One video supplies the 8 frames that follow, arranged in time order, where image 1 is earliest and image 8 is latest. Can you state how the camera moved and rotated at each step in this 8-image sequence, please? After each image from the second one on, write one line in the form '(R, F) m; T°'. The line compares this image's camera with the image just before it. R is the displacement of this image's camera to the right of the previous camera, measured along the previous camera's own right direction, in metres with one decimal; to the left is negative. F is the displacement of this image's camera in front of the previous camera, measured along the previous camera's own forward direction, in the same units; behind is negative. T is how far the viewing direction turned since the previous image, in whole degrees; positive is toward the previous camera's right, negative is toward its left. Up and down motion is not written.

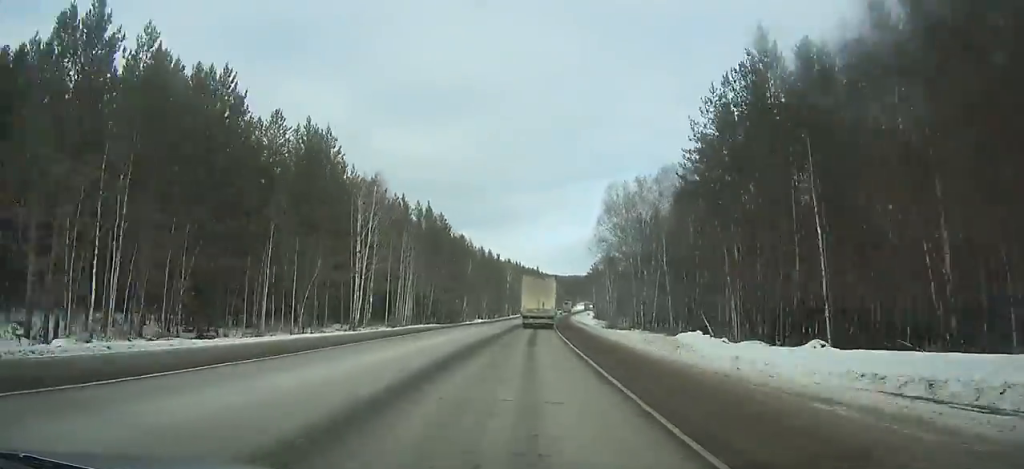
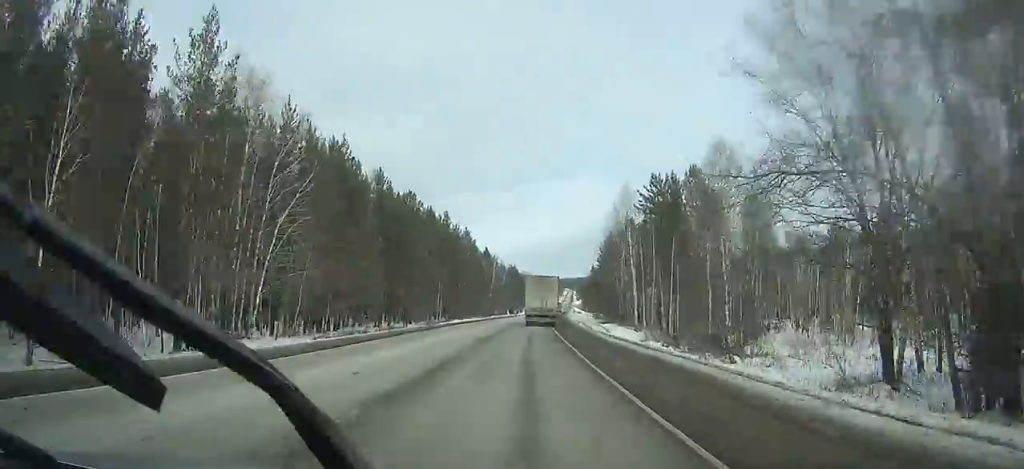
(+9.5, +175.2) m; +6°
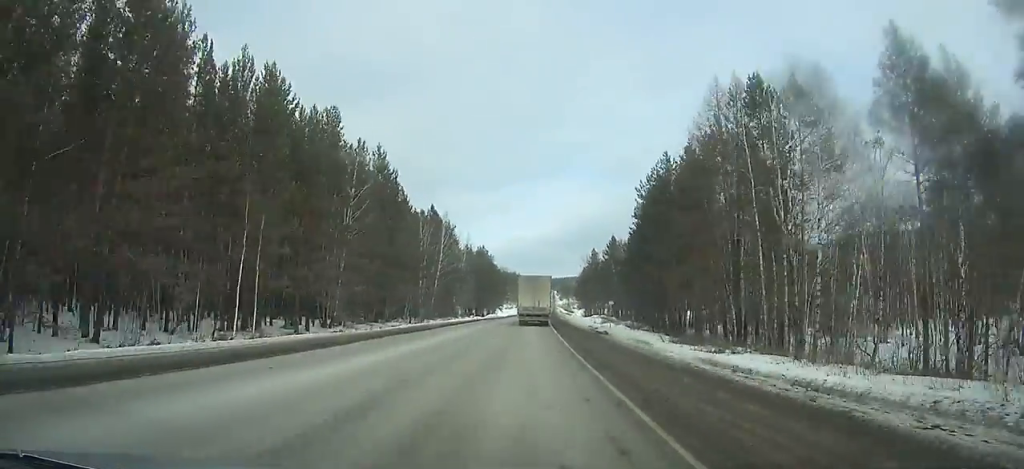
(+1.1, +65.7) m; +2°
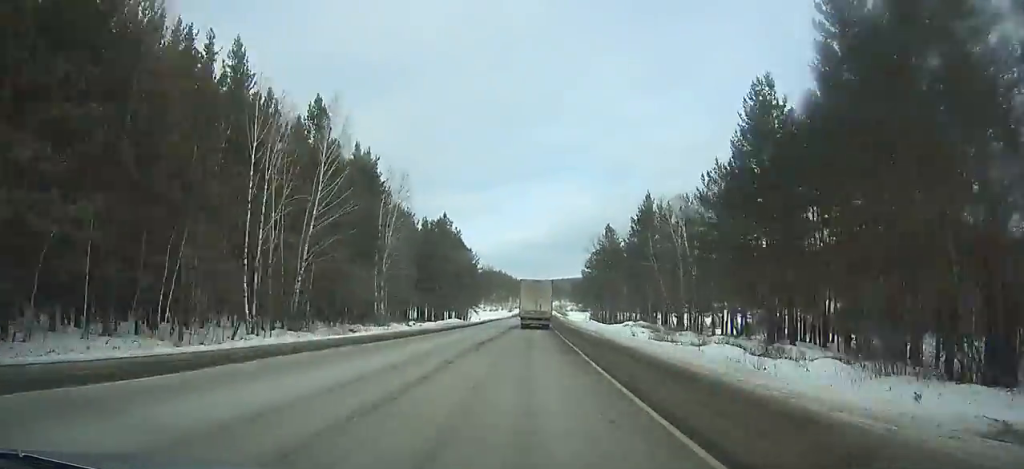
(+0.8, +54.1) m; +1°
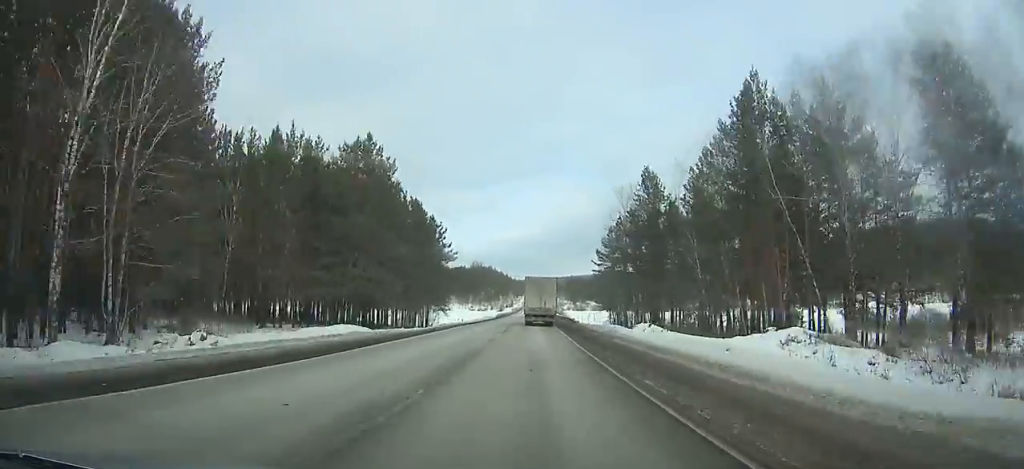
(+0.3, +44.6) m; 0°
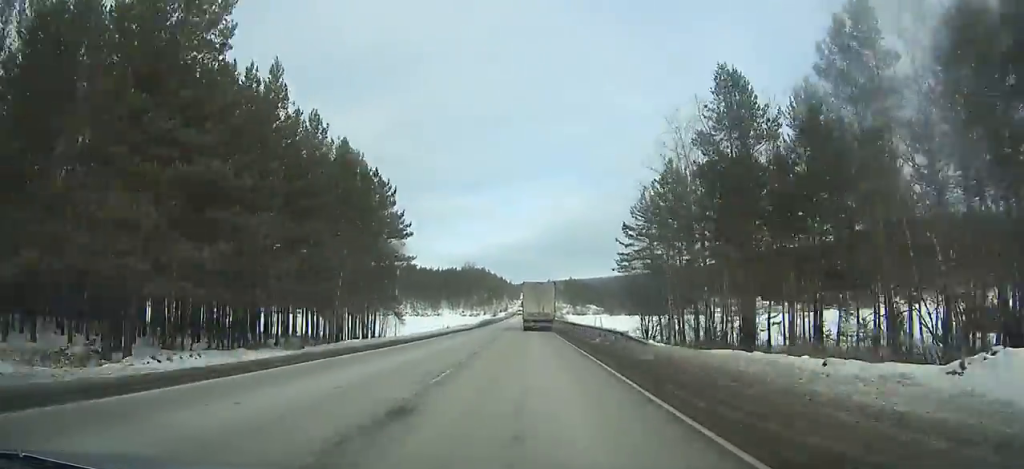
(+0.2, +32.8) m; 0°
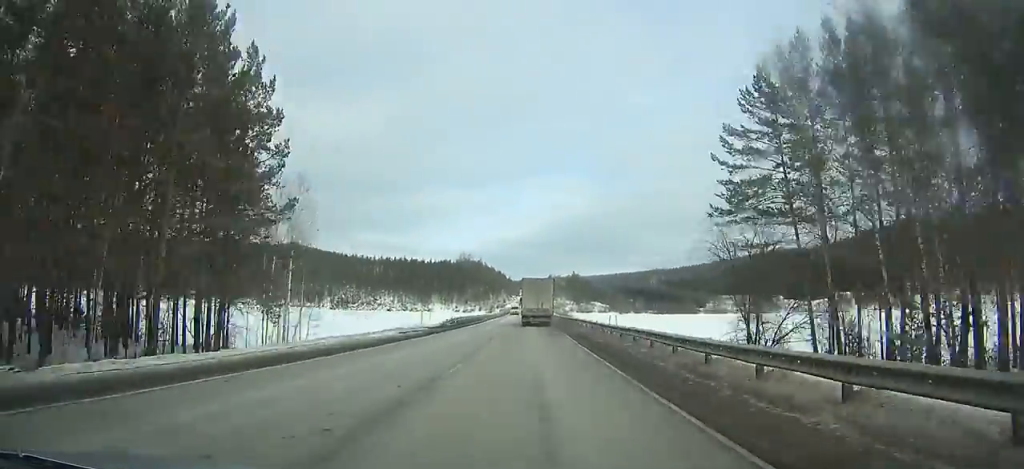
(0.0, +35.0) m; 0°
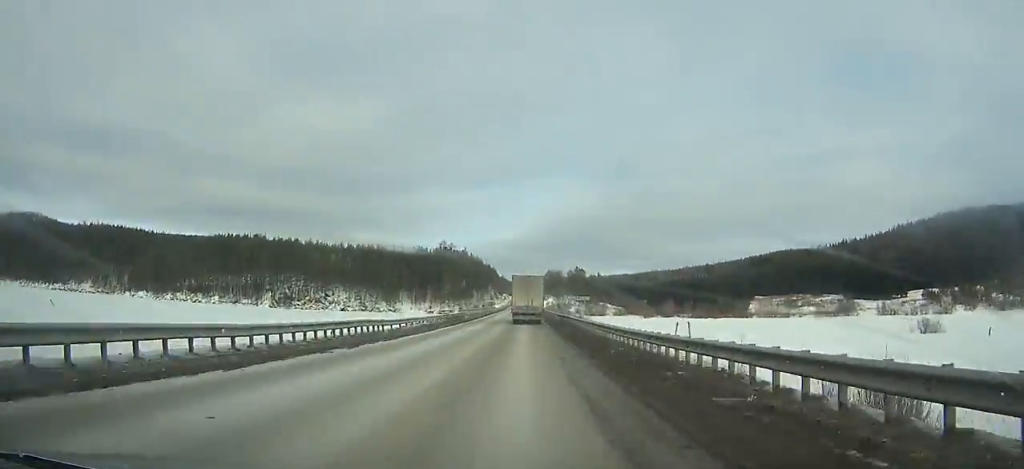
(+0.4, +76.7) m; +1°
